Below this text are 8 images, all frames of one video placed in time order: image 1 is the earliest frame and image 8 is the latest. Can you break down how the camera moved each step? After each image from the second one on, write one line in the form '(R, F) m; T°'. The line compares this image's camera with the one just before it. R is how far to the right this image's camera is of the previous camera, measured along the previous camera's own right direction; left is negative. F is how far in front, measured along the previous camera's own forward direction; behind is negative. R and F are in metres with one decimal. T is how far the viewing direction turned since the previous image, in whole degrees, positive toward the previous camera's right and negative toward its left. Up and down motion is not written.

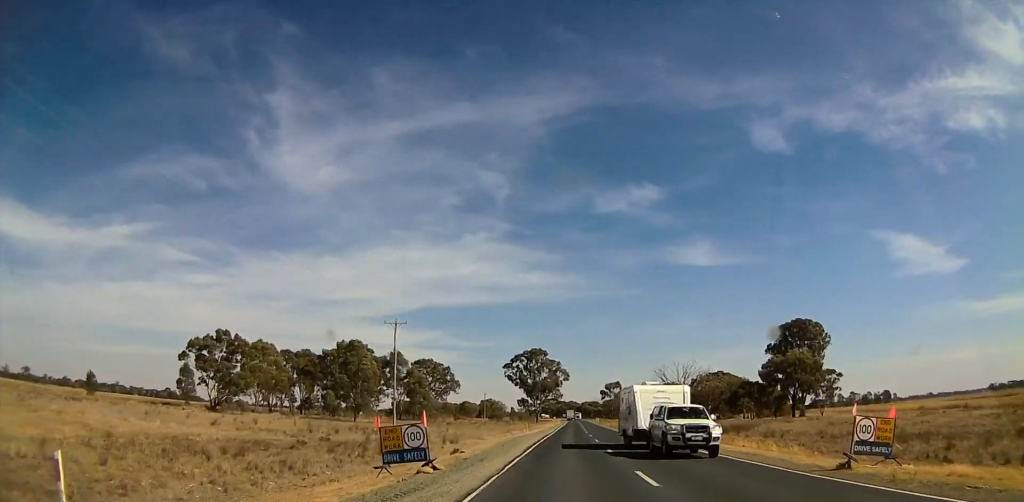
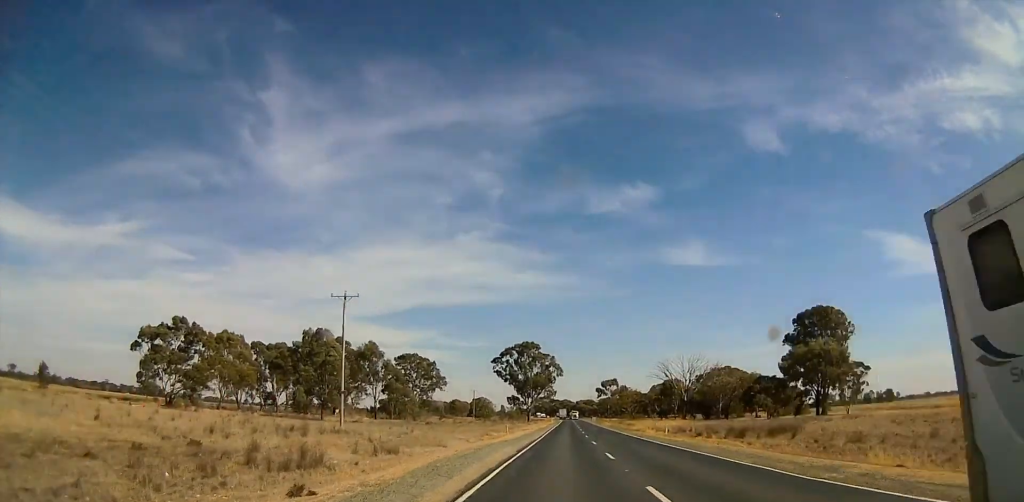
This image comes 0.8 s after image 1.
(+0.4, +17.7) m; +1°
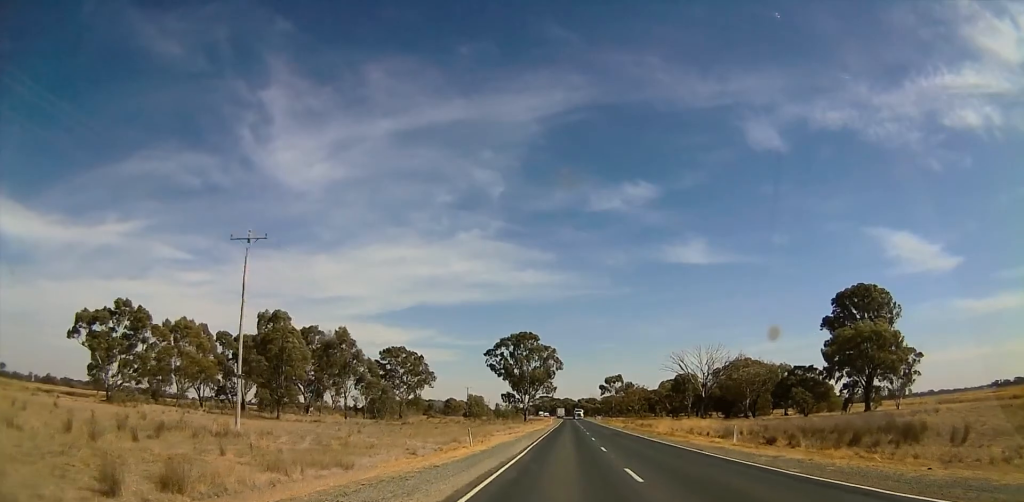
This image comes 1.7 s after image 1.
(-0.1, +21.5) m; -1°
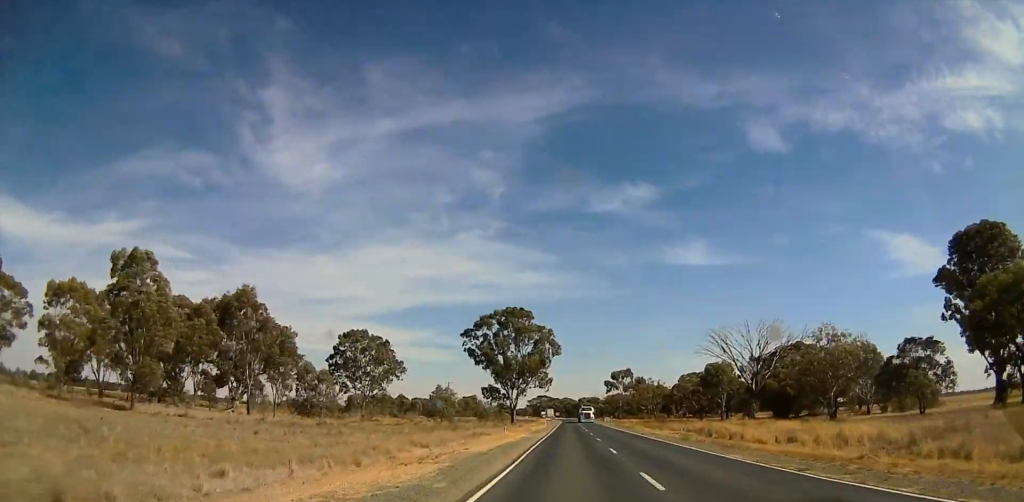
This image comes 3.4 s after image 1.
(-0.1, +40.5) m; 0°
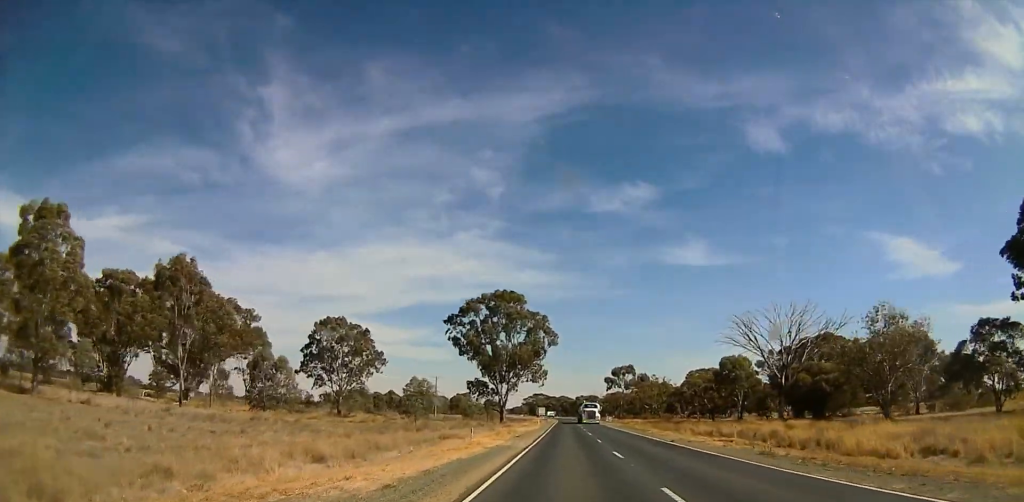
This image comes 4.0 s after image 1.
(0.0, +15.9) m; 0°
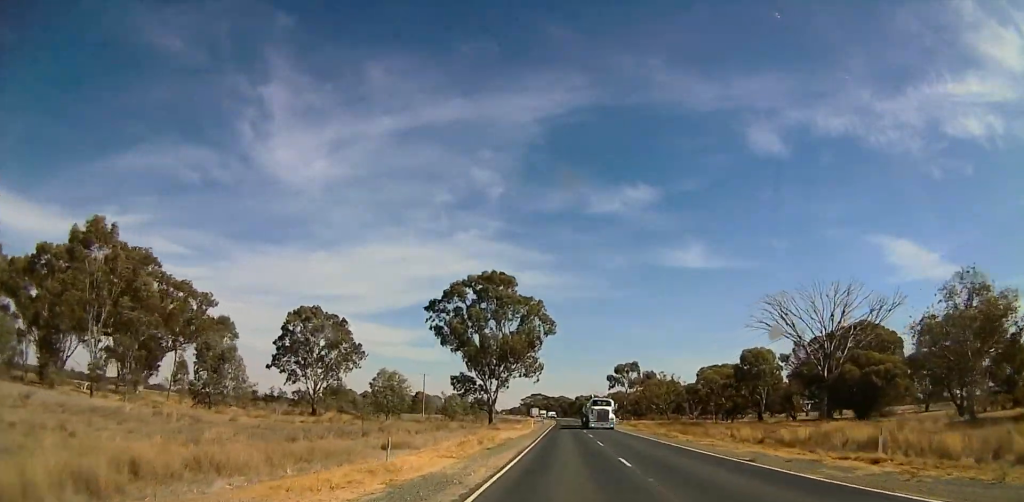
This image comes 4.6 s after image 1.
(0.0, +15.2) m; 0°
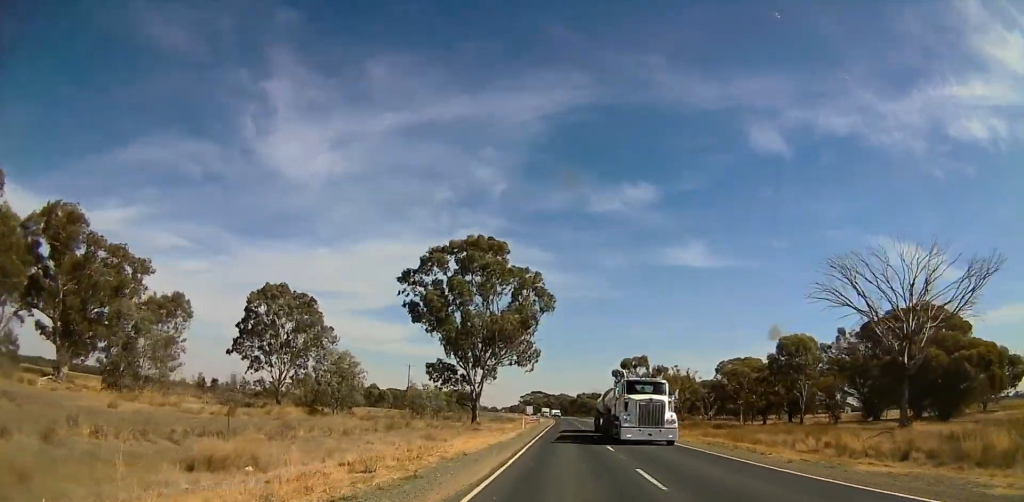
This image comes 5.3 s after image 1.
(0.0, +18.0) m; 0°
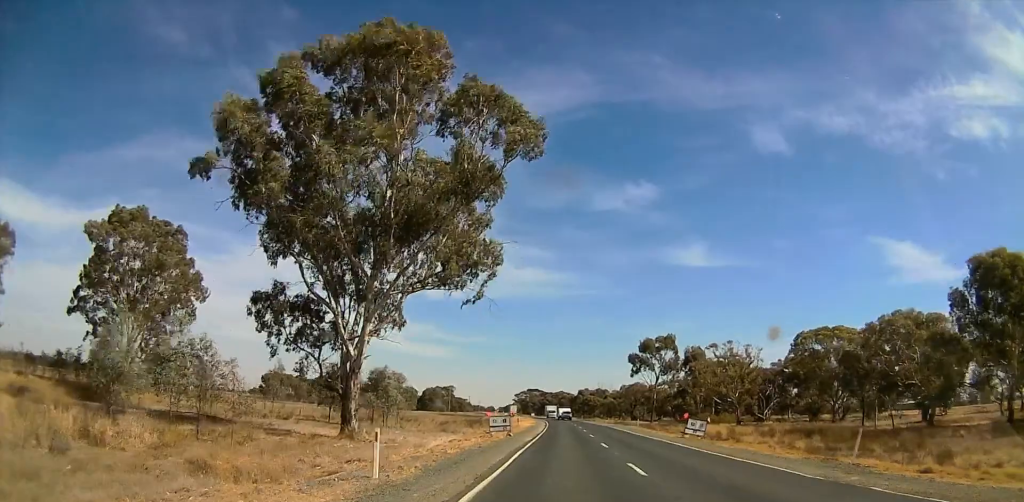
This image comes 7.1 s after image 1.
(0.0, +43.5) m; 0°
